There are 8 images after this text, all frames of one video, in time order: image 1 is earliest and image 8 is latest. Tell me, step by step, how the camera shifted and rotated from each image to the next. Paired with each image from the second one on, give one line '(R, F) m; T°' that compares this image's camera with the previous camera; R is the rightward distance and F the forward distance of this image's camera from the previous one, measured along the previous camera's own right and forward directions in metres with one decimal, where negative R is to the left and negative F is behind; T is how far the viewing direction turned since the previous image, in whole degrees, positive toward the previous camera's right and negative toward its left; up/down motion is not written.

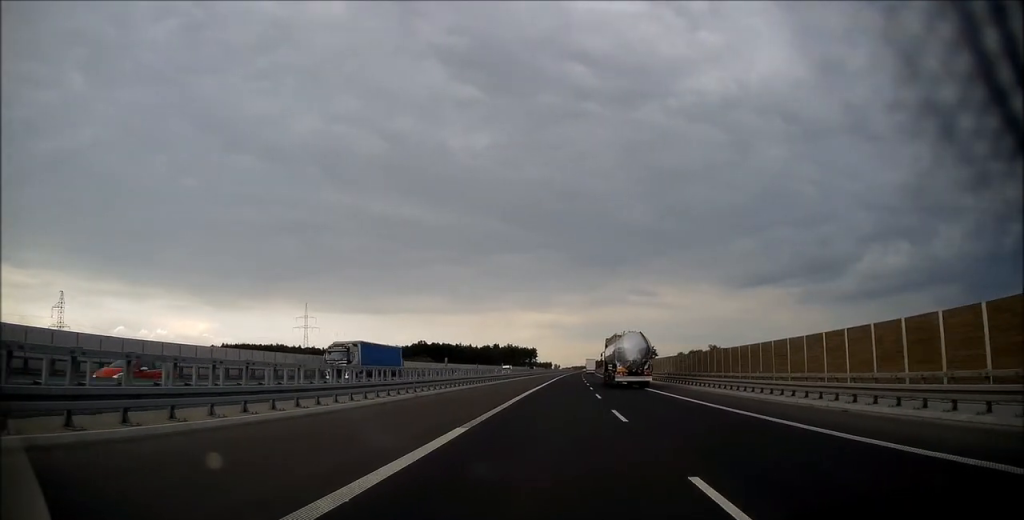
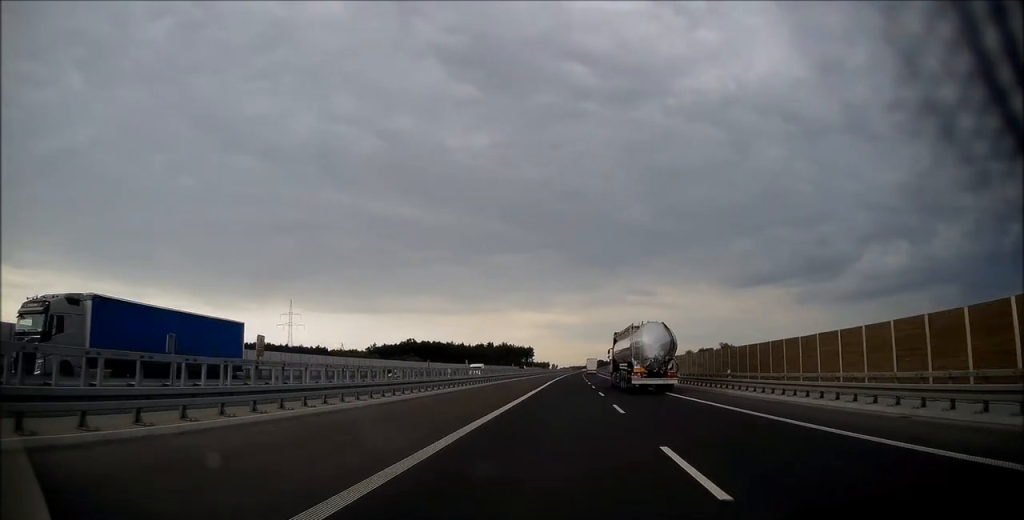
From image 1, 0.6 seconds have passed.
(+0.2, +21.0) m; 0°
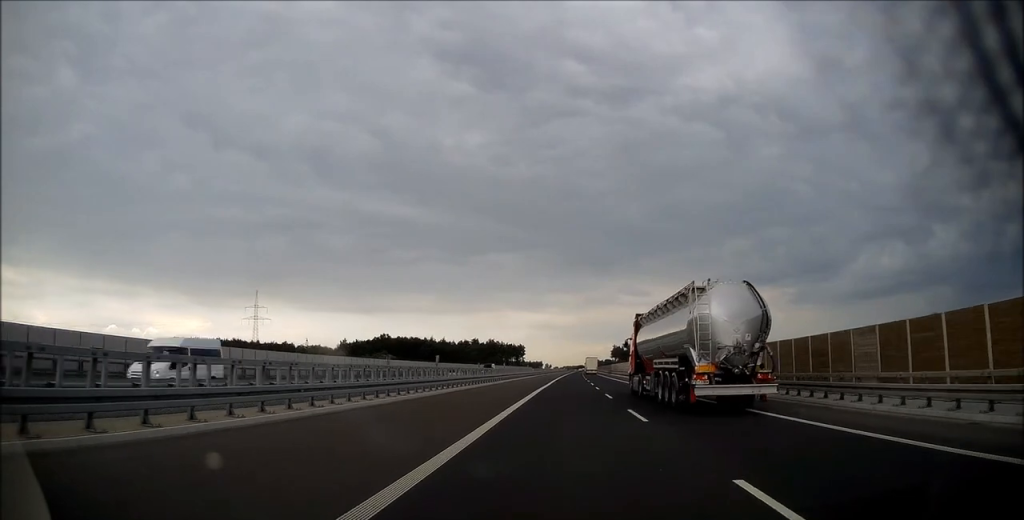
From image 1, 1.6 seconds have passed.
(-0.2, +38.7) m; 0°
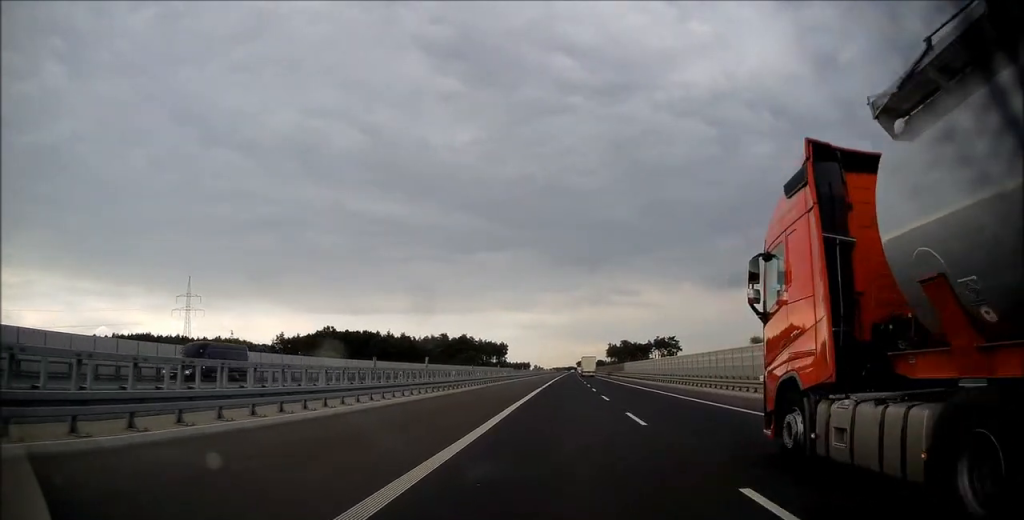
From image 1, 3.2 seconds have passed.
(+0.4, +60.4) m; +1°
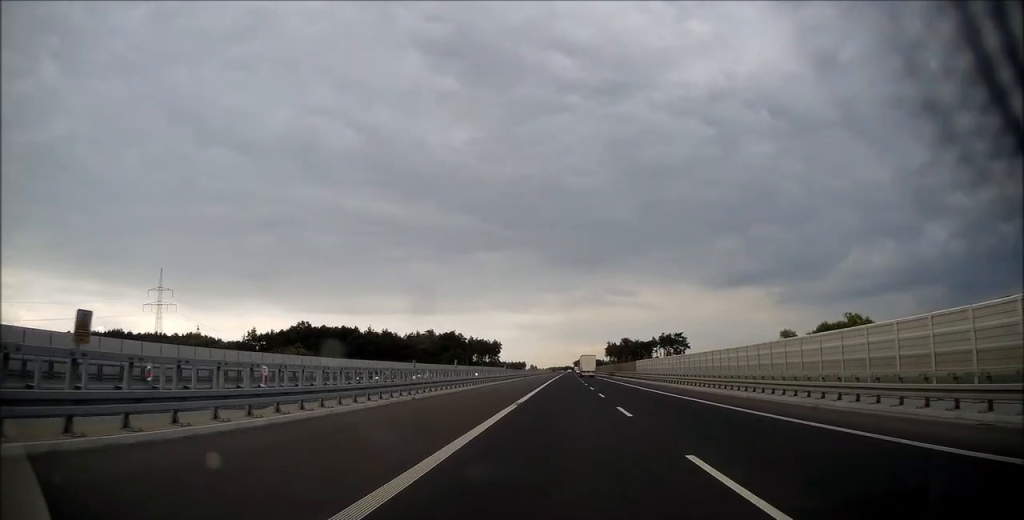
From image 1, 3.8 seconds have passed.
(0.0, +21.5) m; 0°
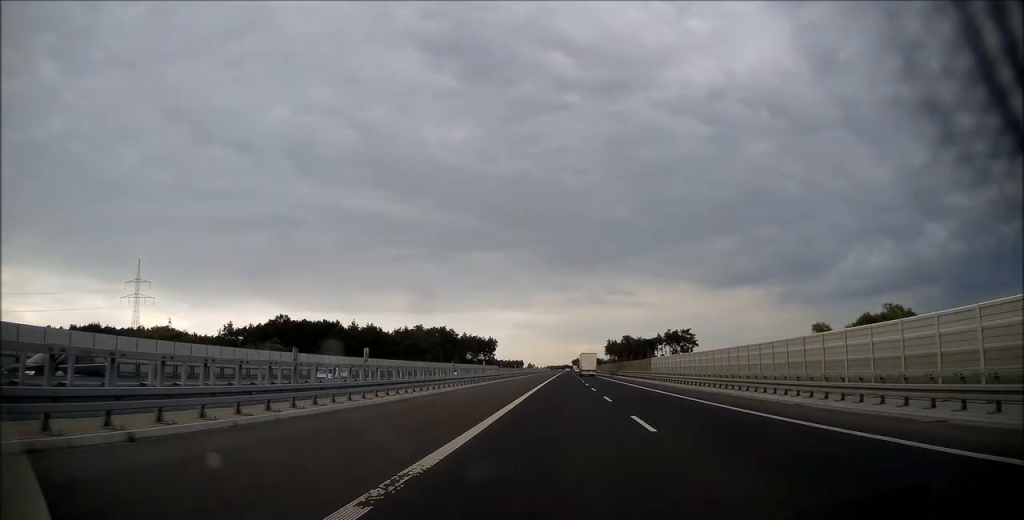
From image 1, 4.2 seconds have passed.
(+0.2, +16.4) m; 0°
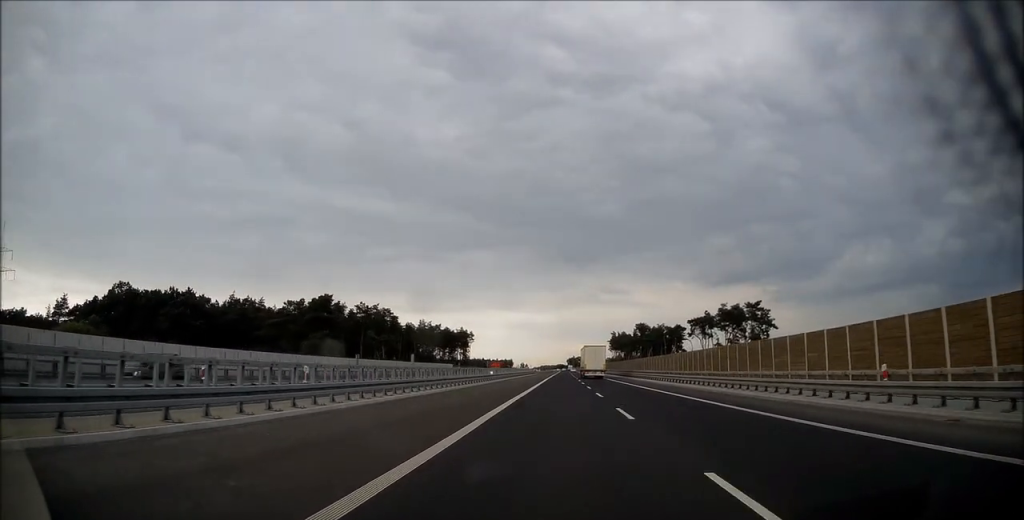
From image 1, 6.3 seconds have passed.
(+0.5, +81.2) m; 0°
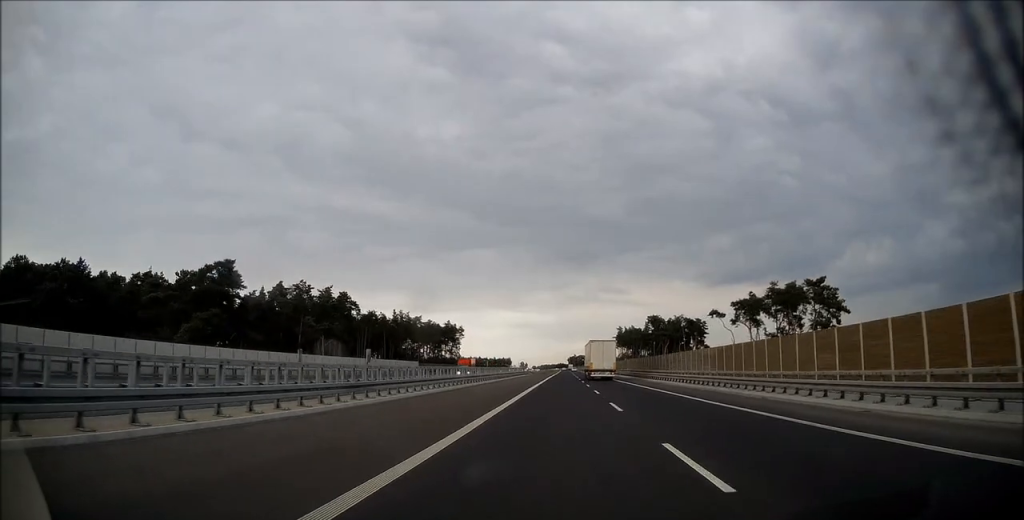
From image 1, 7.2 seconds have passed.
(0.0, +33.0) m; 0°
